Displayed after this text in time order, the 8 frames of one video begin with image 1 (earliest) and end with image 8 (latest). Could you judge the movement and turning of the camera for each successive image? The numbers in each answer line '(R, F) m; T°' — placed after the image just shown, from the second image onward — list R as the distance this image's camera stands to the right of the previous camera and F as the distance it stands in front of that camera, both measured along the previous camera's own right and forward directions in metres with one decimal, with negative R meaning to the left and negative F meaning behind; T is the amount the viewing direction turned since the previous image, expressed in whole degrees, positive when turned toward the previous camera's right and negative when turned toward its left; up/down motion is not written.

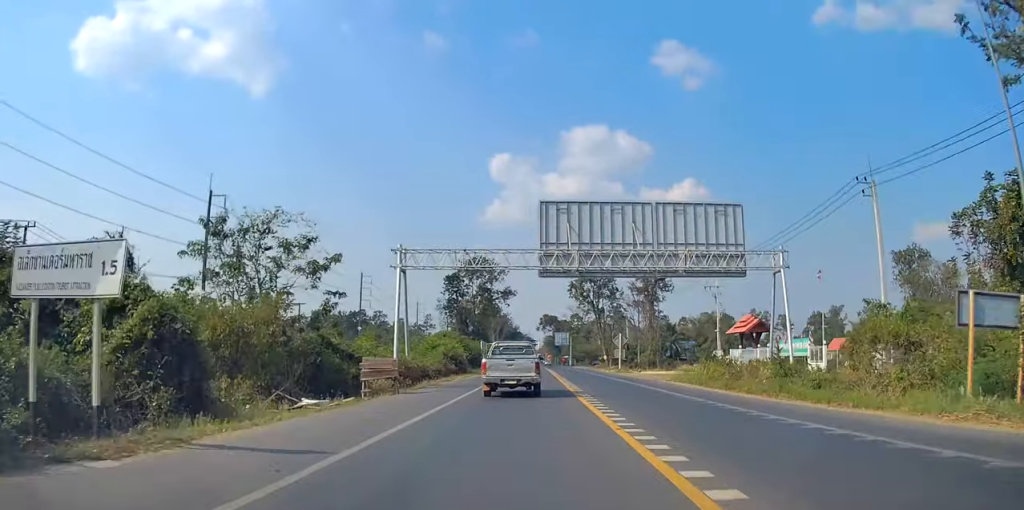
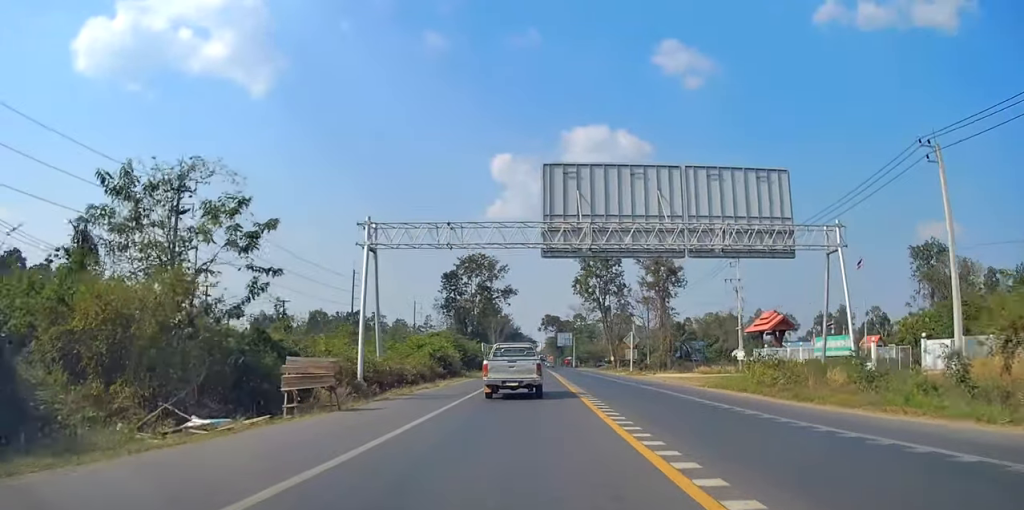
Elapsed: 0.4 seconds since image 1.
(+0.3, +7.7) m; 0°
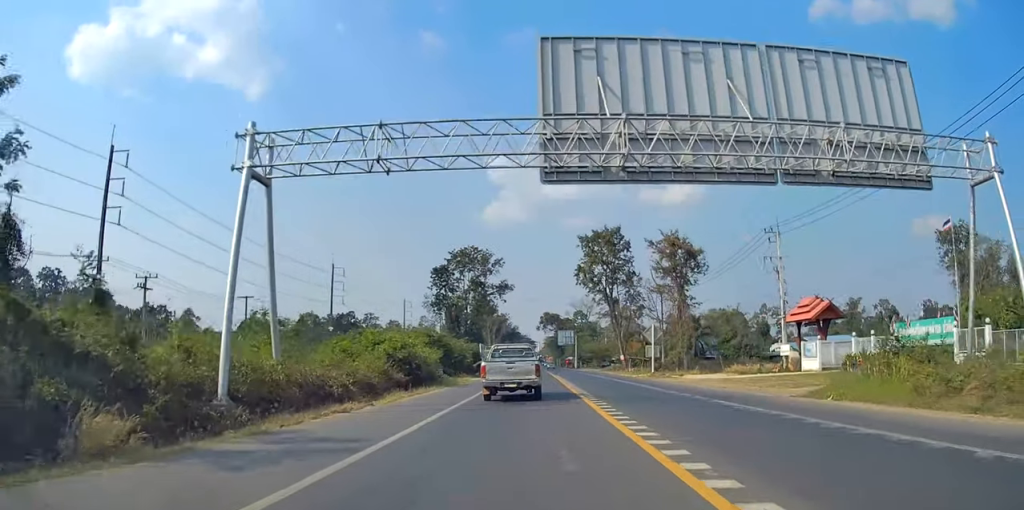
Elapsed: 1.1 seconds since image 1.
(+0.1, +11.7) m; -1°
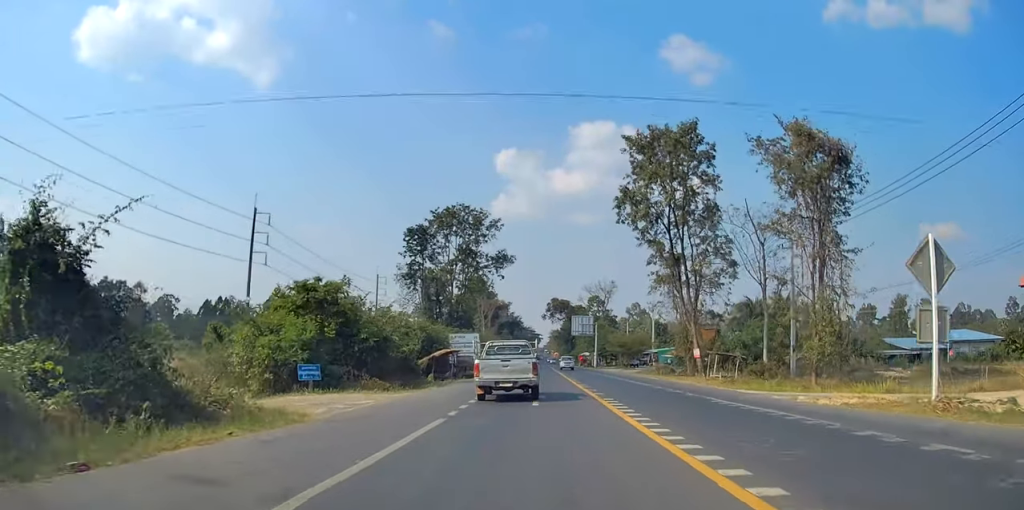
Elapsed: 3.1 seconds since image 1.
(-0.5, +38.5) m; +1°
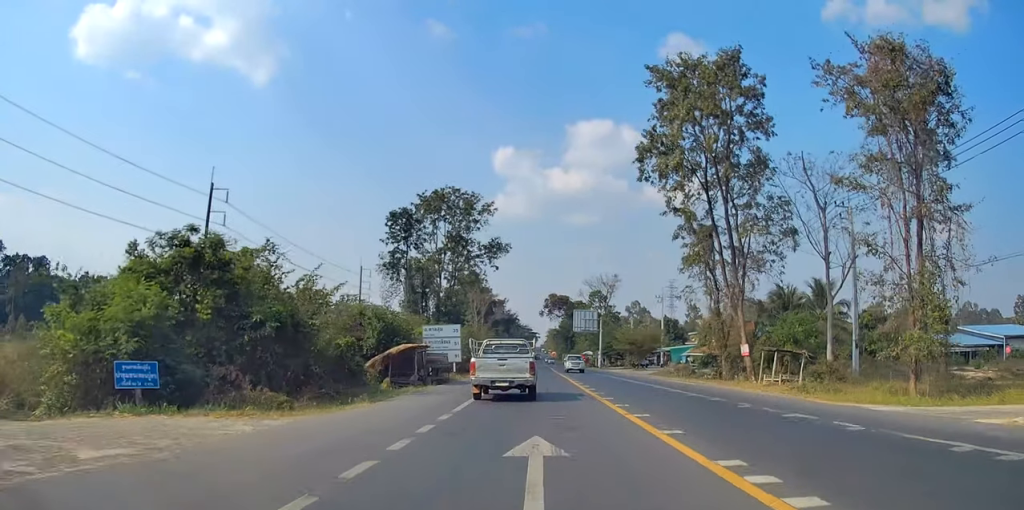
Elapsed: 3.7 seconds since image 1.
(+0.5, +11.4) m; 0°
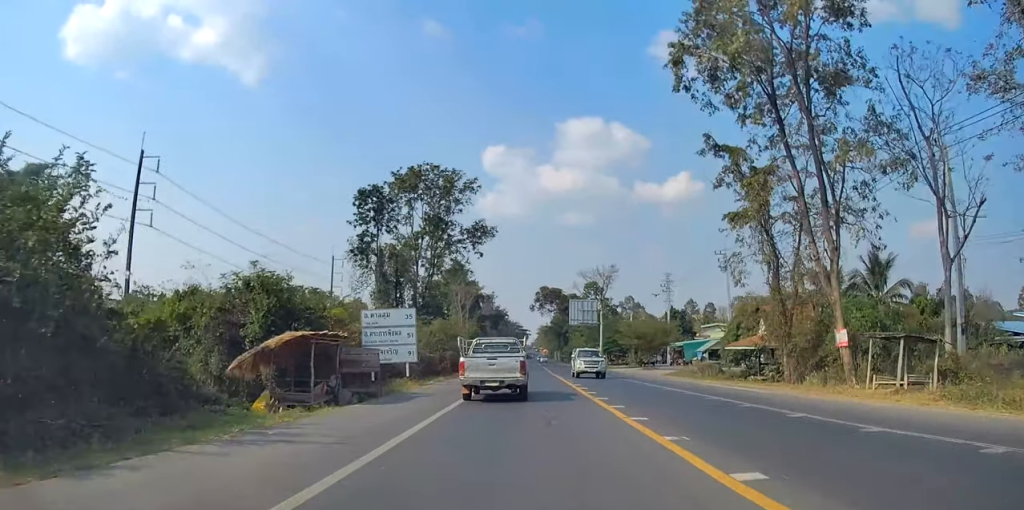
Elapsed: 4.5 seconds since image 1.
(-0.6, +13.3) m; -2°
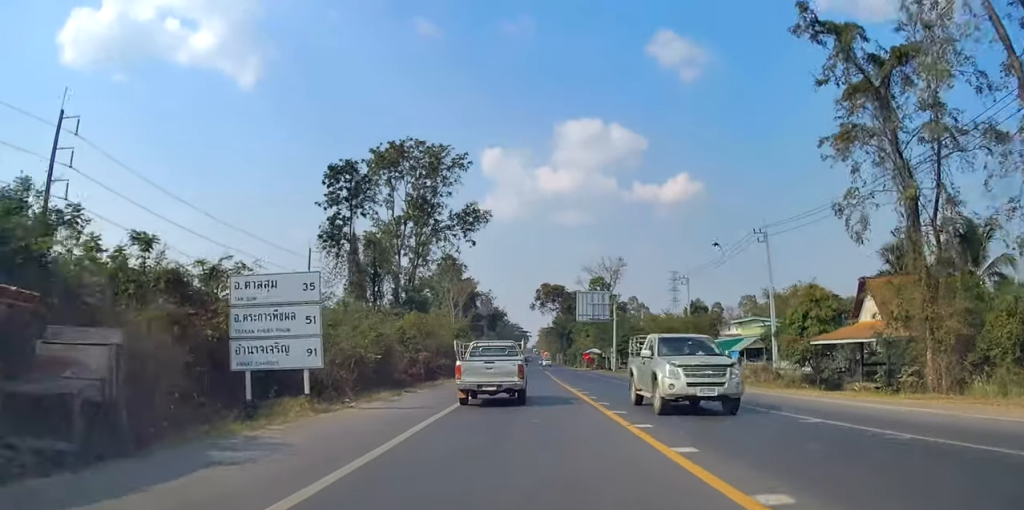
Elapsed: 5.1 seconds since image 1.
(-0.2, +12.5) m; 0°
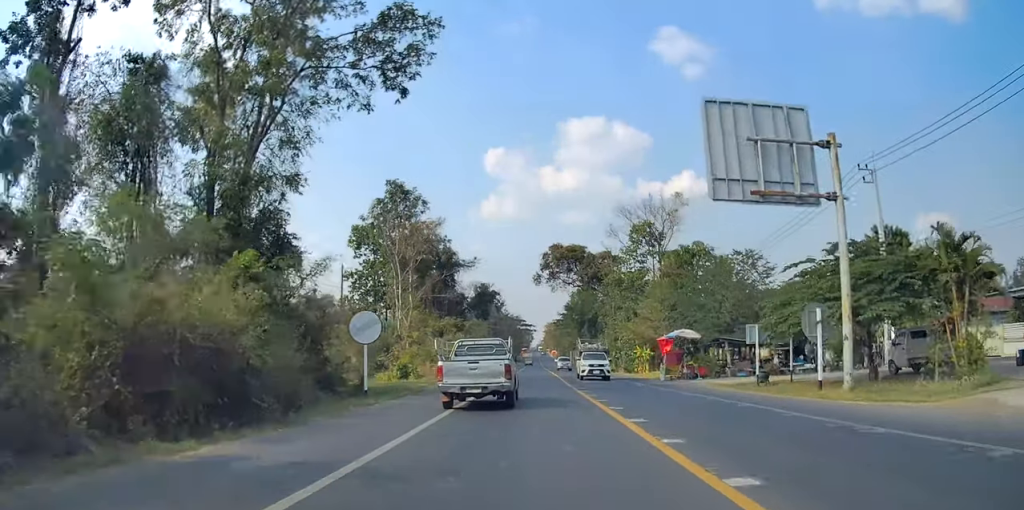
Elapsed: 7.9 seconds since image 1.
(+0.9, +51.1) m; -1°
